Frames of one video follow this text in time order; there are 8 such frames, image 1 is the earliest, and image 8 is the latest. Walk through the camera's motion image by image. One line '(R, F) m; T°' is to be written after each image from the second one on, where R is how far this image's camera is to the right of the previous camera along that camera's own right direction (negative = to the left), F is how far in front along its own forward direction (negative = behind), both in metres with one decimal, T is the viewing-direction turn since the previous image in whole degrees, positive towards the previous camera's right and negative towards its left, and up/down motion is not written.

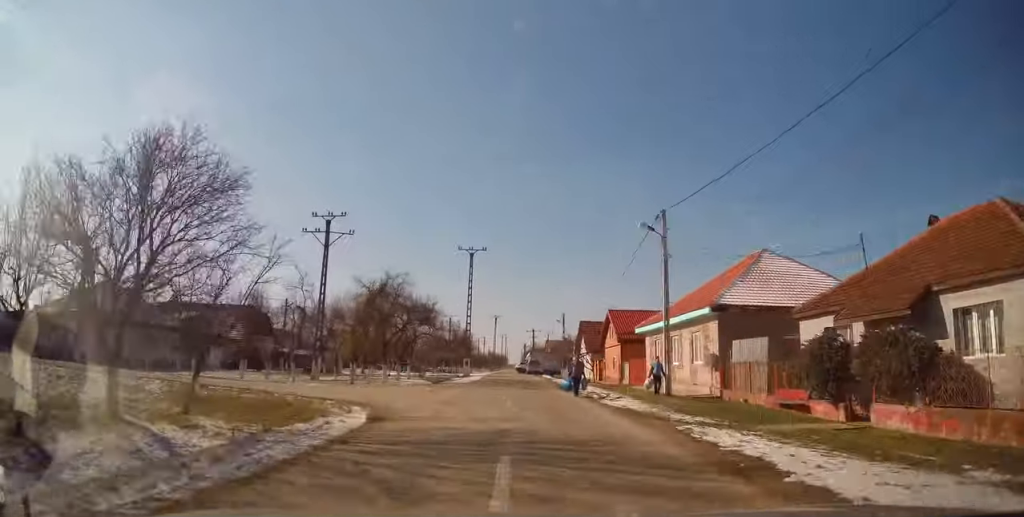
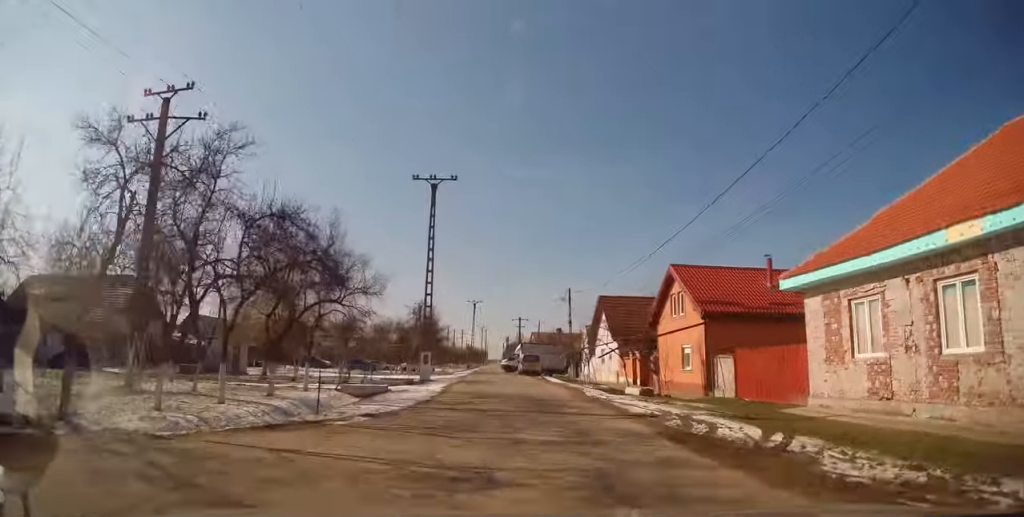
(0.0, +20.5) m; 0°
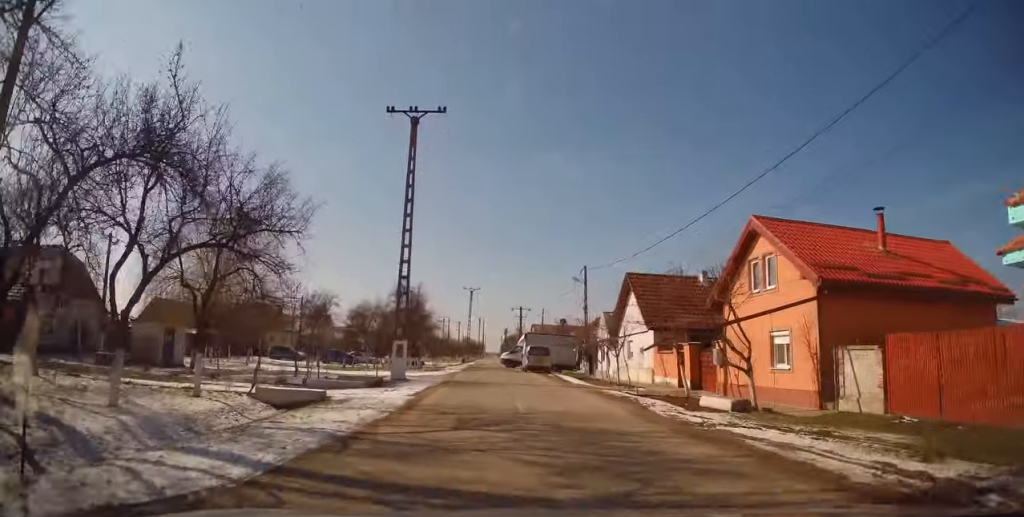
(0.0, +8.9) m; 0°
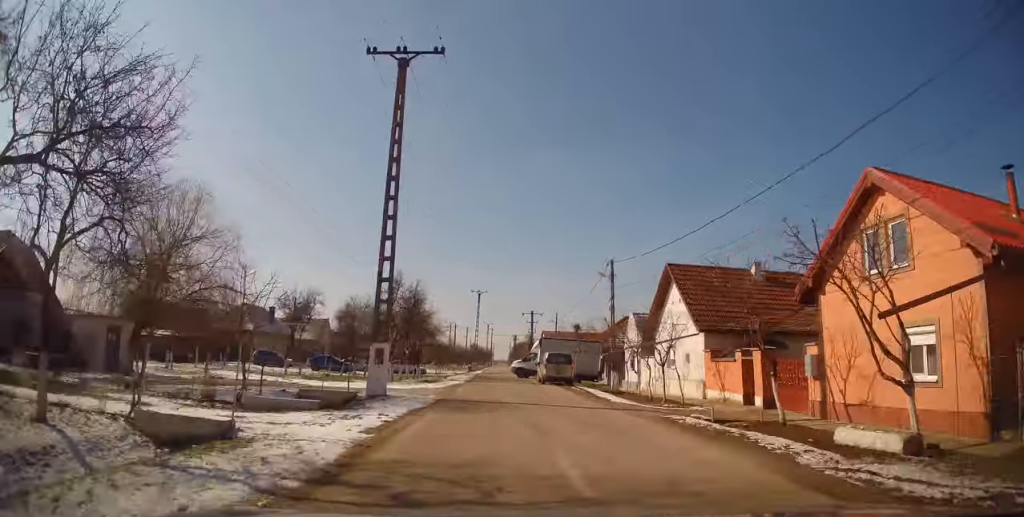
(0.0, +6.3) m; 0°
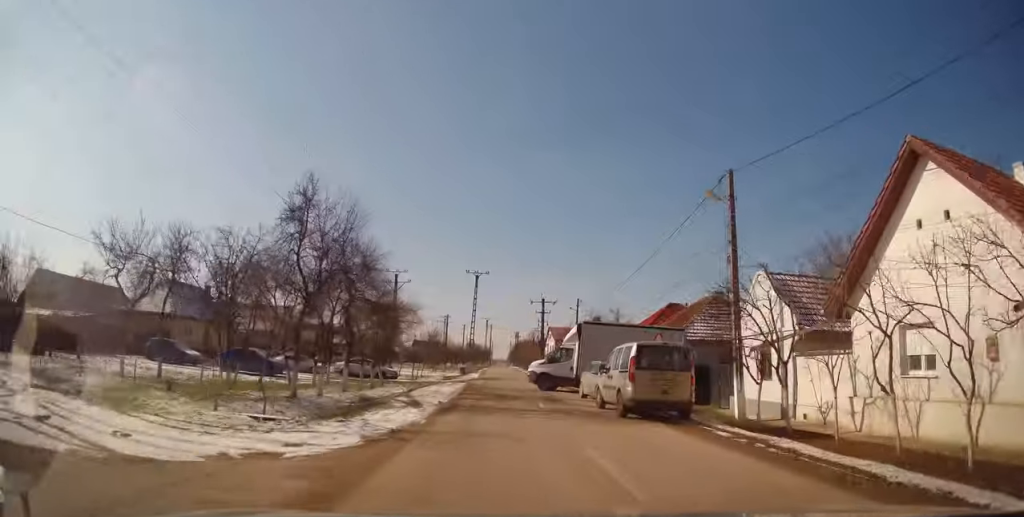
(0.0, +18.6) m; 0°
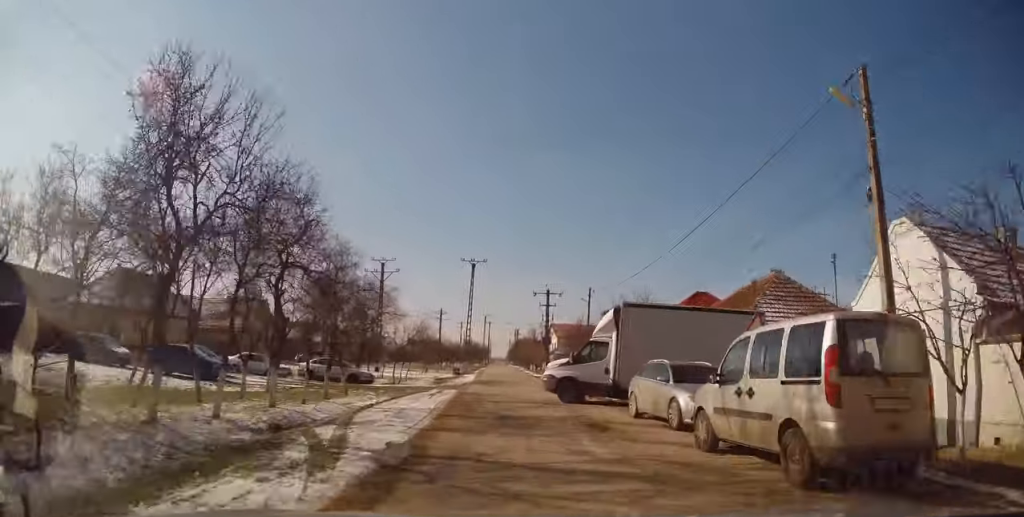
(0.0, +8.1) m; 0°
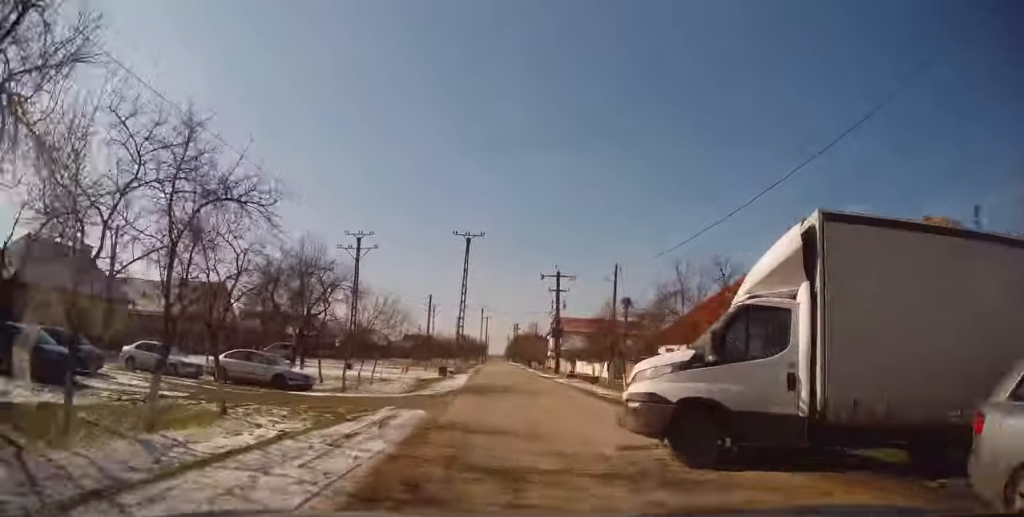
(0.0, +11.3) m; 0°
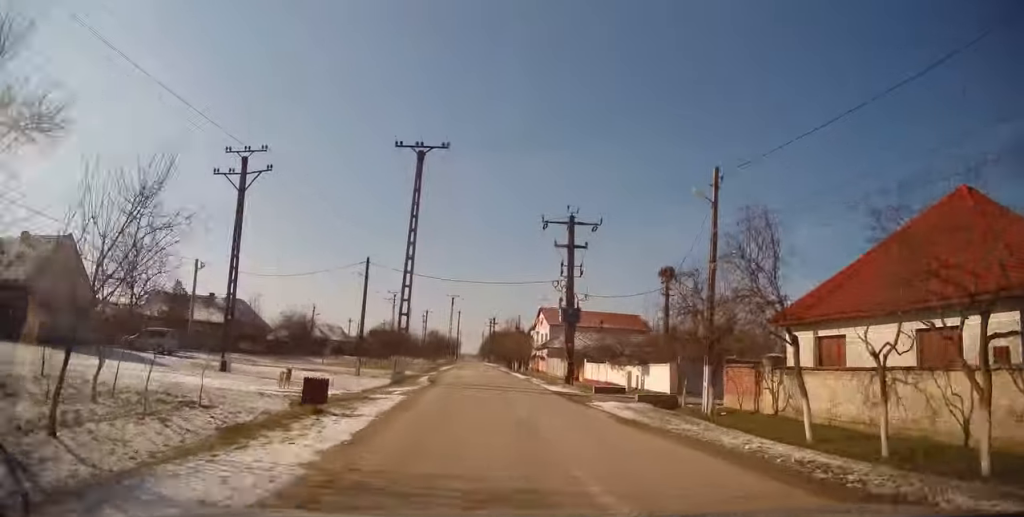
(+0.4, +20.3) m; +3°
